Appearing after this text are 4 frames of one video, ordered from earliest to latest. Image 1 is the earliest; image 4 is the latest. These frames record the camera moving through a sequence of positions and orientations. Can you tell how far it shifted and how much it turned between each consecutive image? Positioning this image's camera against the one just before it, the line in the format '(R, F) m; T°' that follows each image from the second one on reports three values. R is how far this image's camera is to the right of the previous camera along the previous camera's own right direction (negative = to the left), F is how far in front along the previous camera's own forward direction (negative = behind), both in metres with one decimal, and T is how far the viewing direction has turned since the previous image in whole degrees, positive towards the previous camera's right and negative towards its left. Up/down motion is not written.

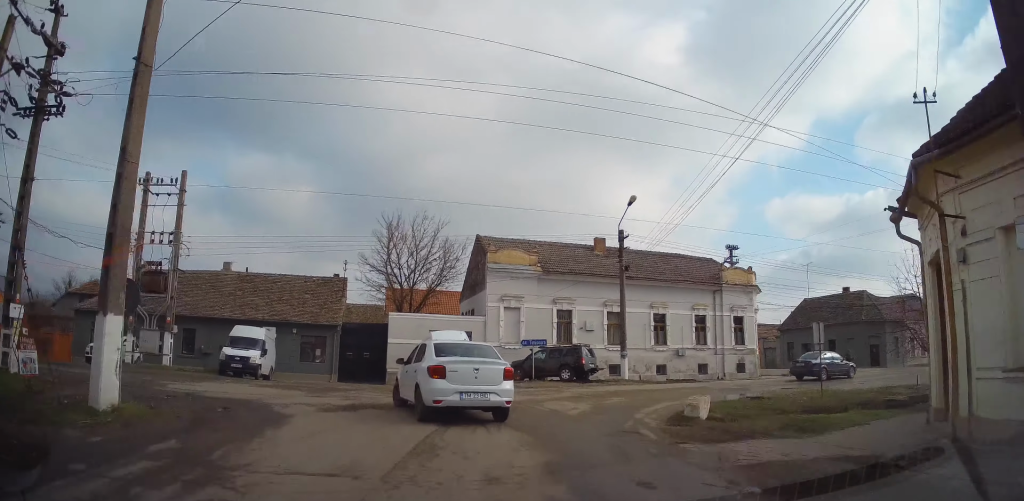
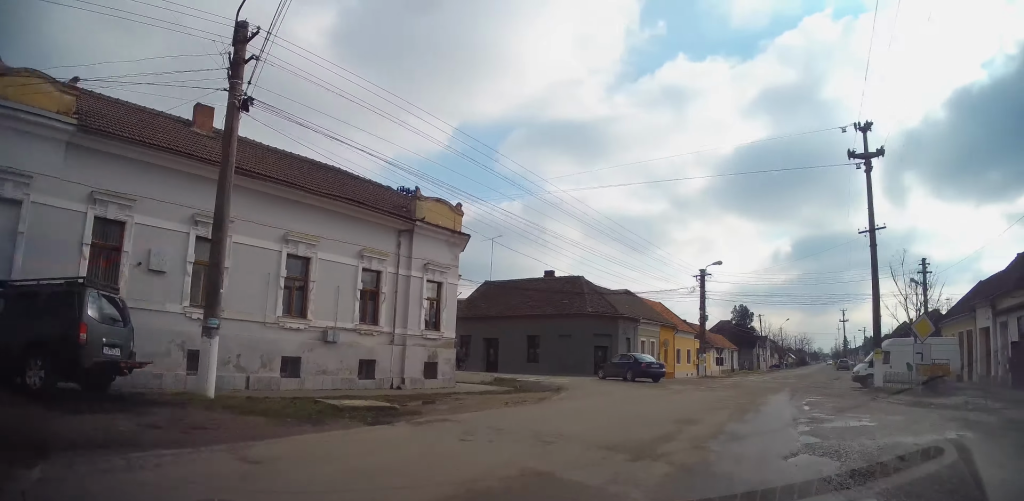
(+5.7, +17.9) m; +51°
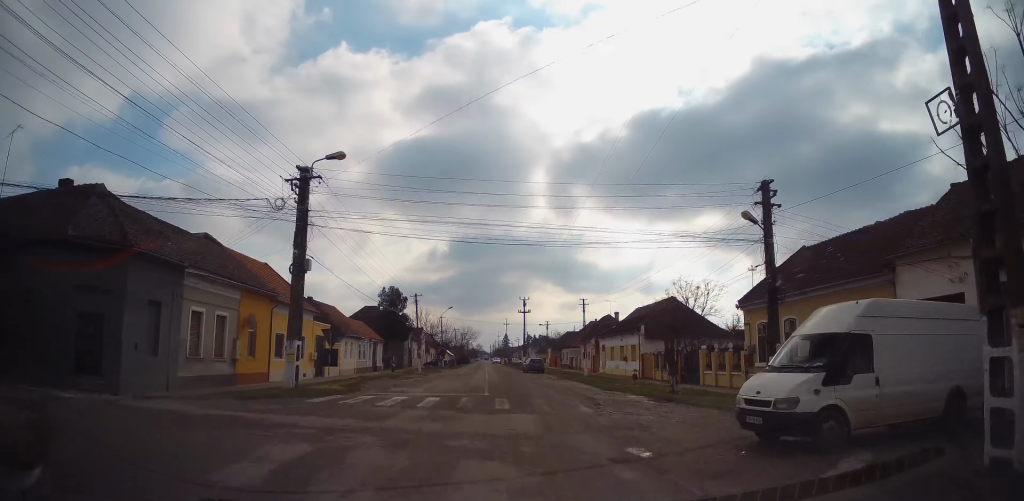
(+7.1, +20.3) m; +31°
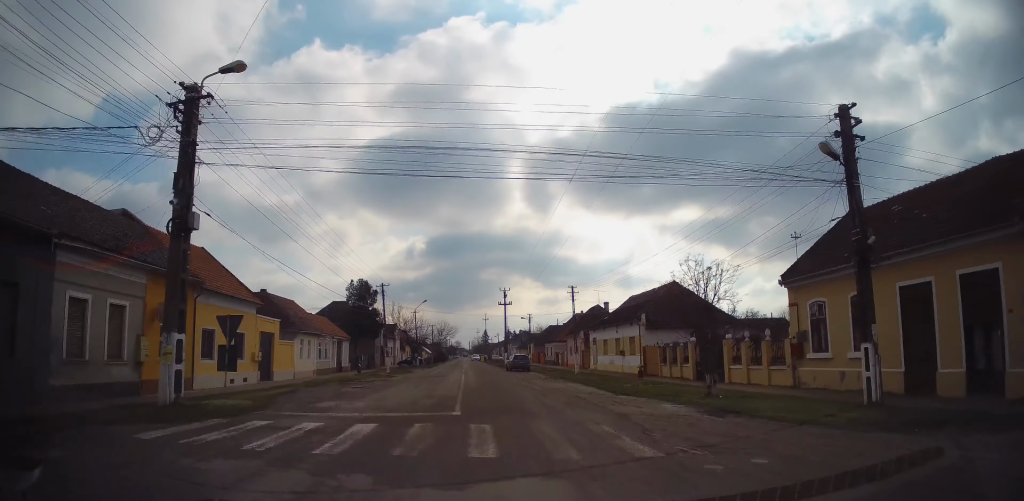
(+0.4, +6.6) m; +1°
